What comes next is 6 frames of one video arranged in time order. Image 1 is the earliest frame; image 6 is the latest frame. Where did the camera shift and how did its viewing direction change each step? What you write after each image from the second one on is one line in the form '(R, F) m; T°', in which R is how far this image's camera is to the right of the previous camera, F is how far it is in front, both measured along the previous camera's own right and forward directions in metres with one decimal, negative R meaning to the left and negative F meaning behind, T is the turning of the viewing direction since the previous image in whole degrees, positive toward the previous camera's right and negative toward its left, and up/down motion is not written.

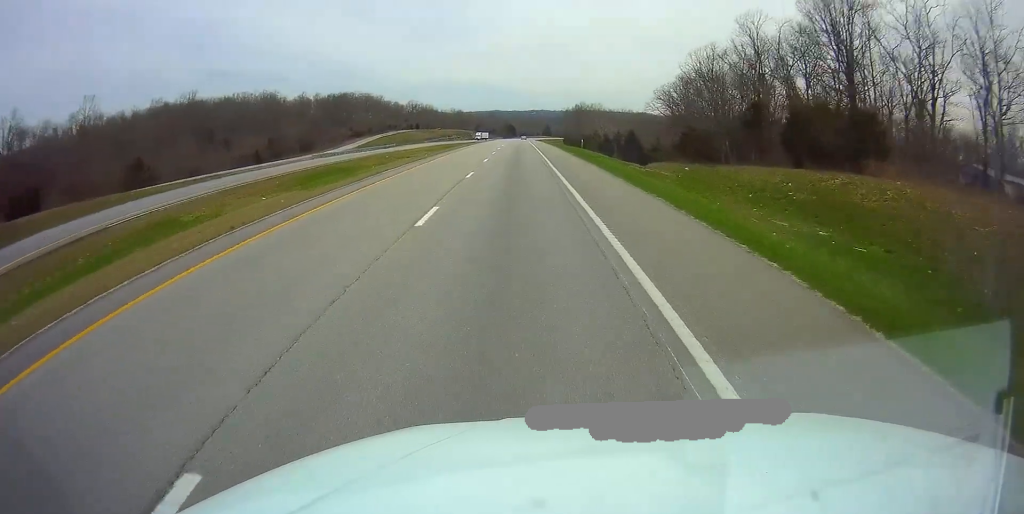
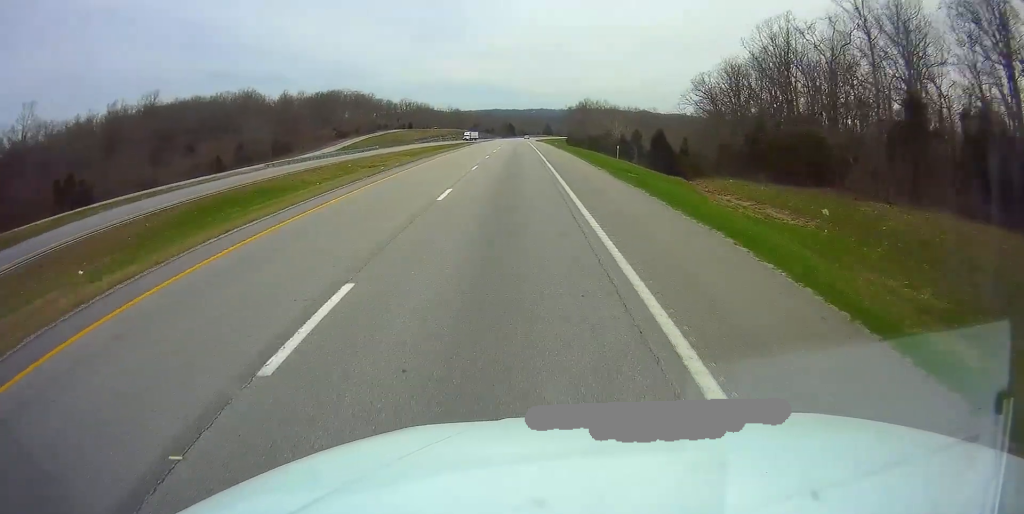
(0.0, +19.9) m; 0°
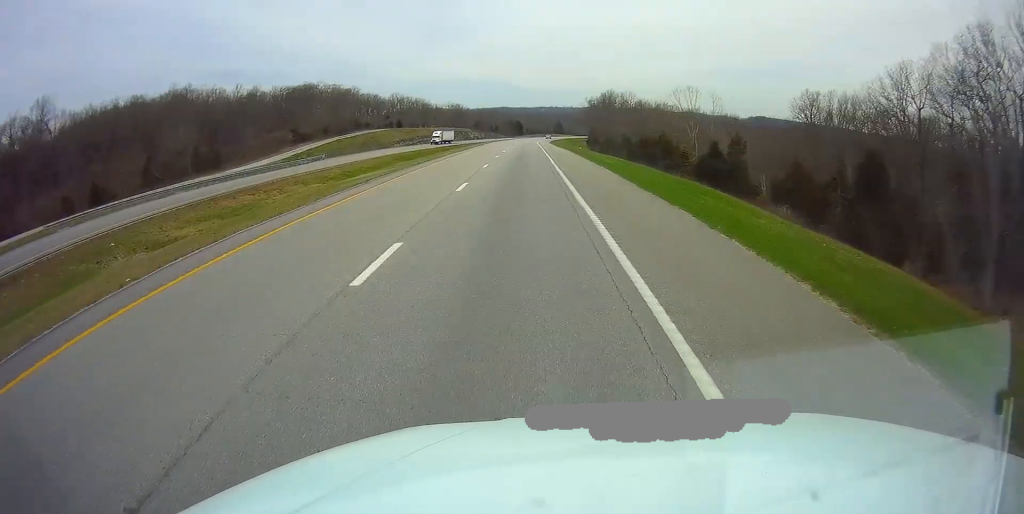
(-0.4, +46.1) m; 0°
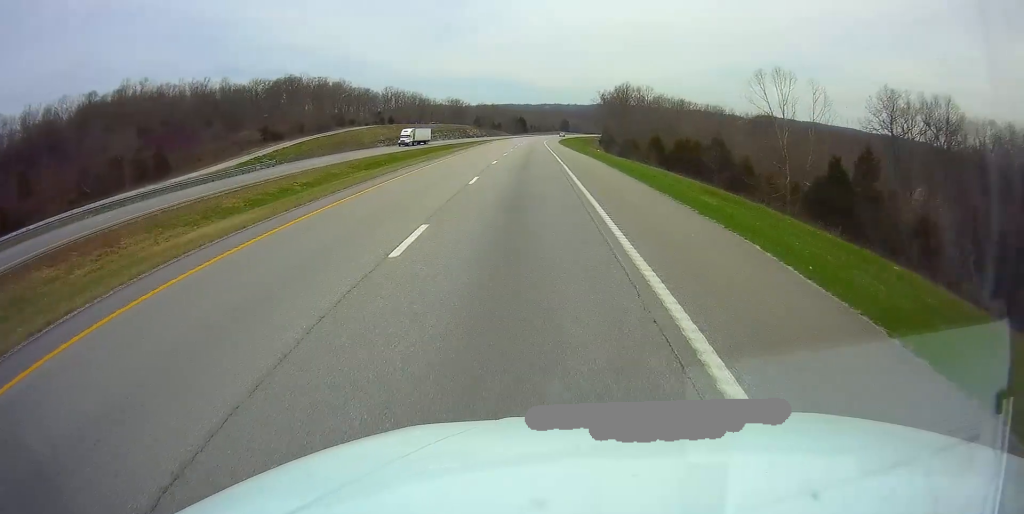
(0.0, +23.1) m; 0°
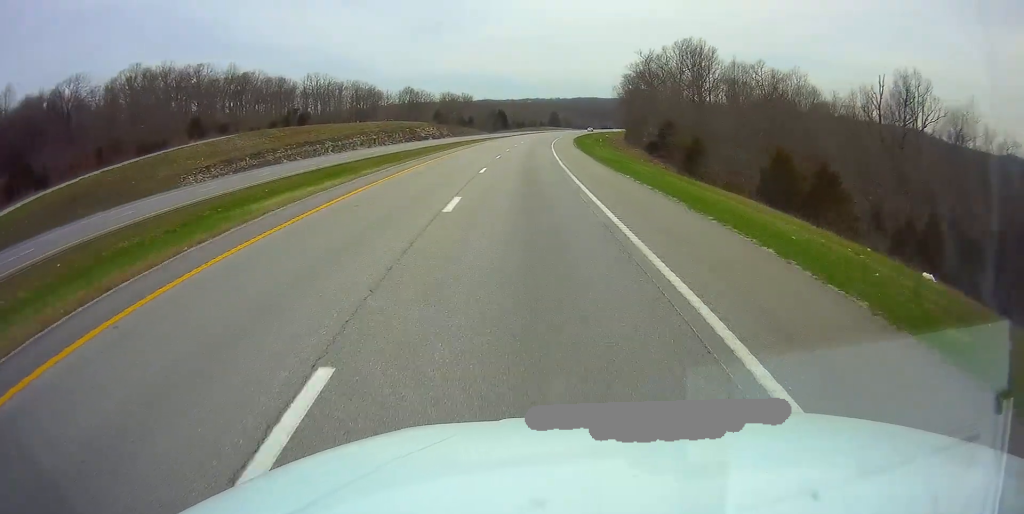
(+1.1, +80.9) m; +2°
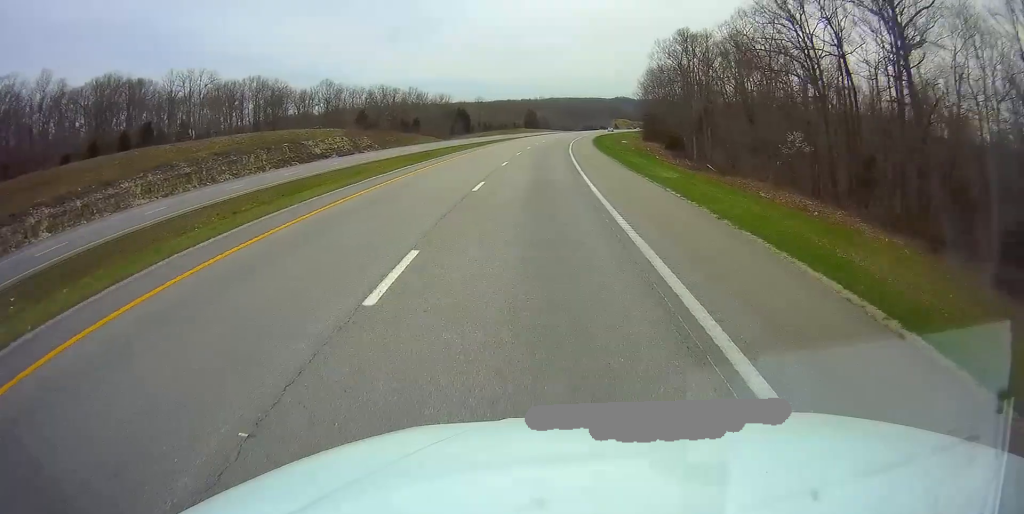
(+1.9, +68.4) m; +4°
